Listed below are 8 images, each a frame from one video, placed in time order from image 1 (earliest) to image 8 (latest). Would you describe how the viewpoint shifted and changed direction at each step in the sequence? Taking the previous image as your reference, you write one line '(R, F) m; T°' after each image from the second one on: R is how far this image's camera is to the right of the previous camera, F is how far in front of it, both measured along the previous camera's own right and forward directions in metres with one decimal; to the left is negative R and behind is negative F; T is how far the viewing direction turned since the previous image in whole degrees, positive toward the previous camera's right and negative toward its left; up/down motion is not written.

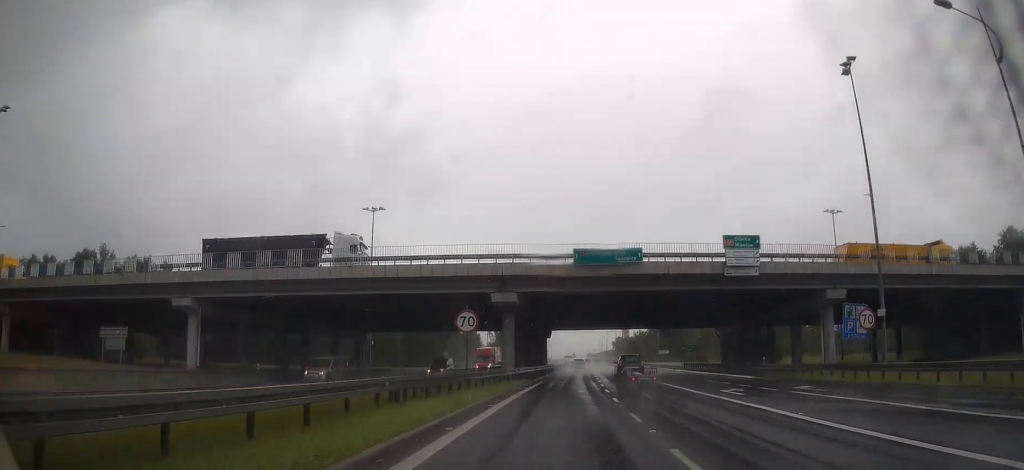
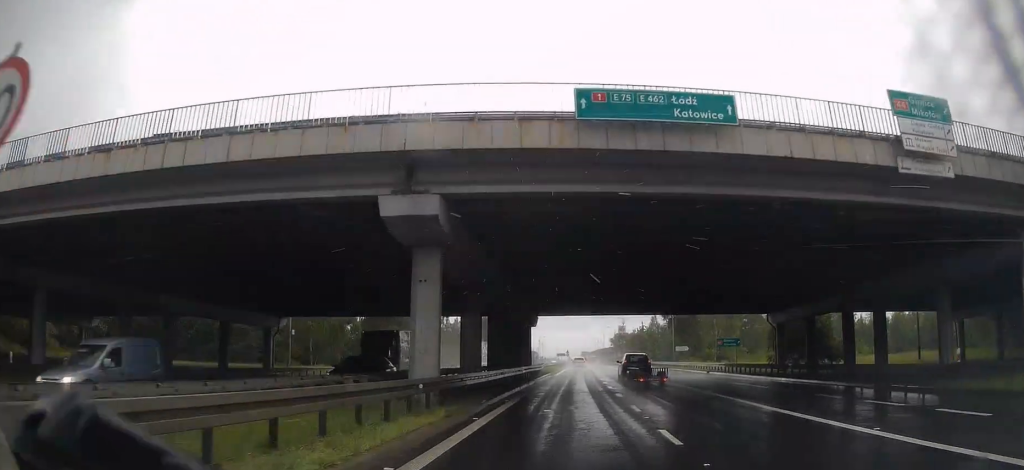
(-0.1, +21.5) m; 0°
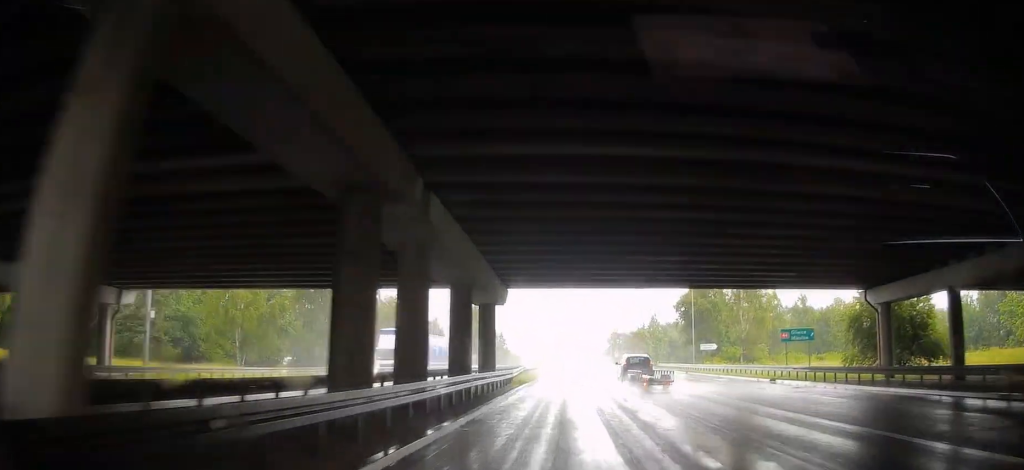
(0.0, +20.0) m; +1°
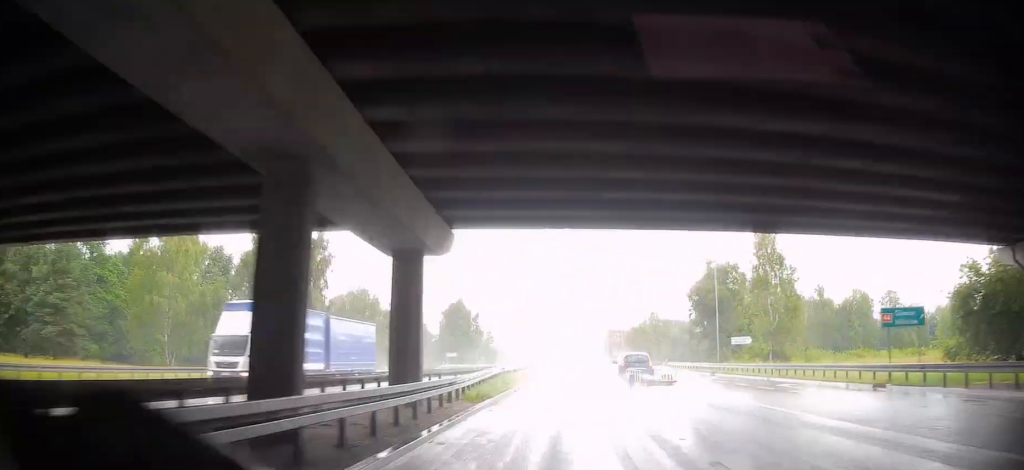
(+0.2, +13.9) m; +1°
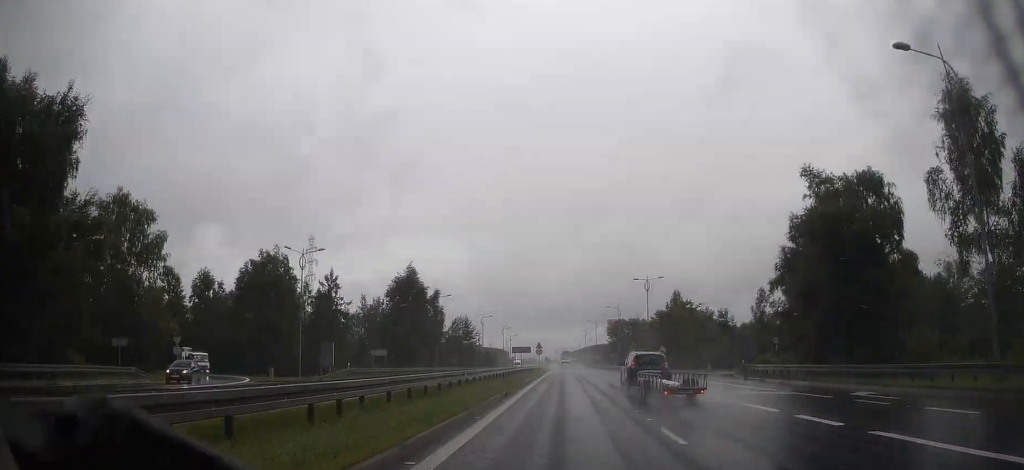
(+0.2, +38.1) m; 0°
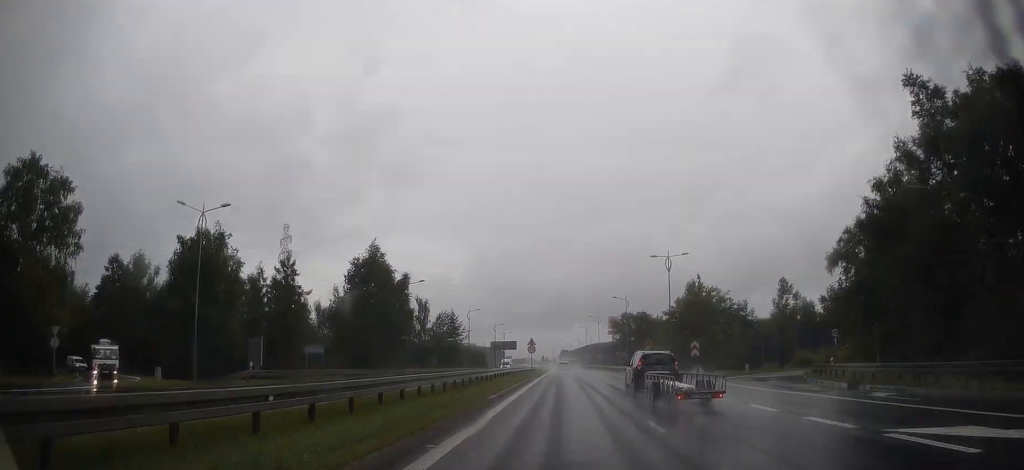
(0.0, +16.5) m; 0°
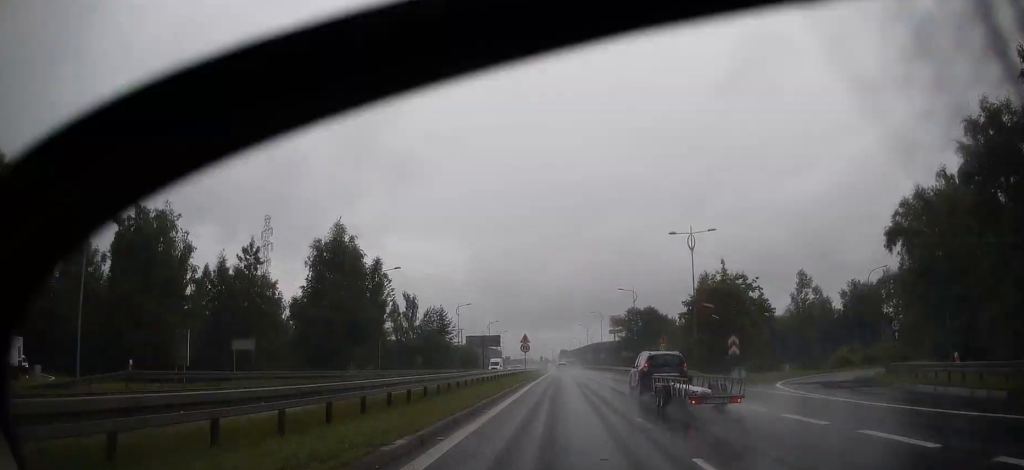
(0.0, +11.2) m; 0°
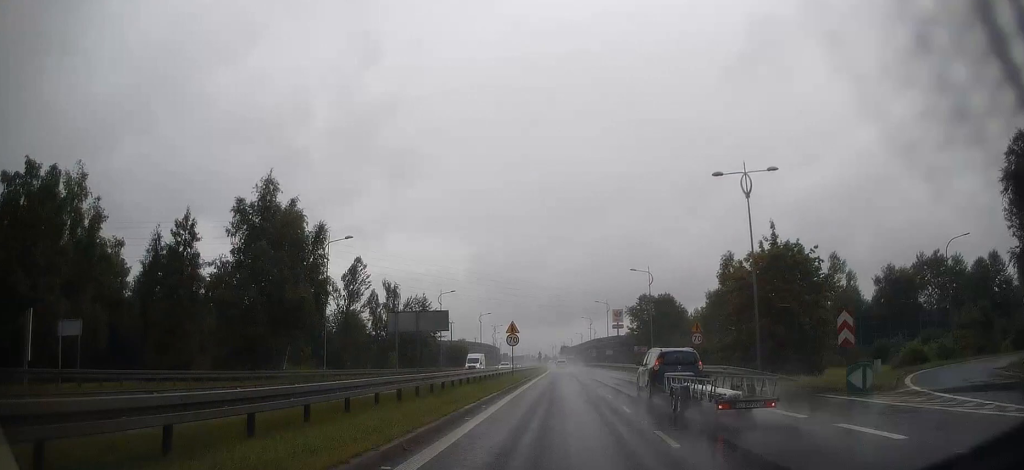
(0.0, +15.2) m; 0°
